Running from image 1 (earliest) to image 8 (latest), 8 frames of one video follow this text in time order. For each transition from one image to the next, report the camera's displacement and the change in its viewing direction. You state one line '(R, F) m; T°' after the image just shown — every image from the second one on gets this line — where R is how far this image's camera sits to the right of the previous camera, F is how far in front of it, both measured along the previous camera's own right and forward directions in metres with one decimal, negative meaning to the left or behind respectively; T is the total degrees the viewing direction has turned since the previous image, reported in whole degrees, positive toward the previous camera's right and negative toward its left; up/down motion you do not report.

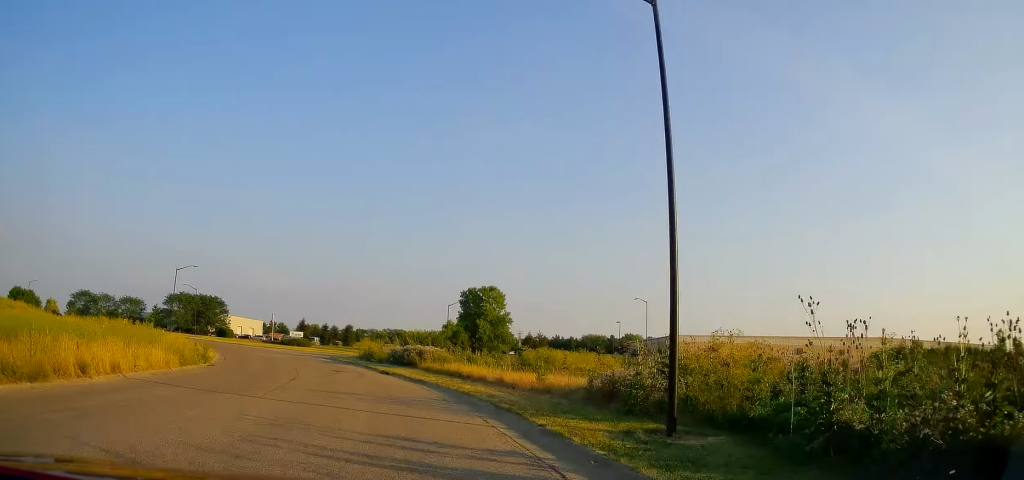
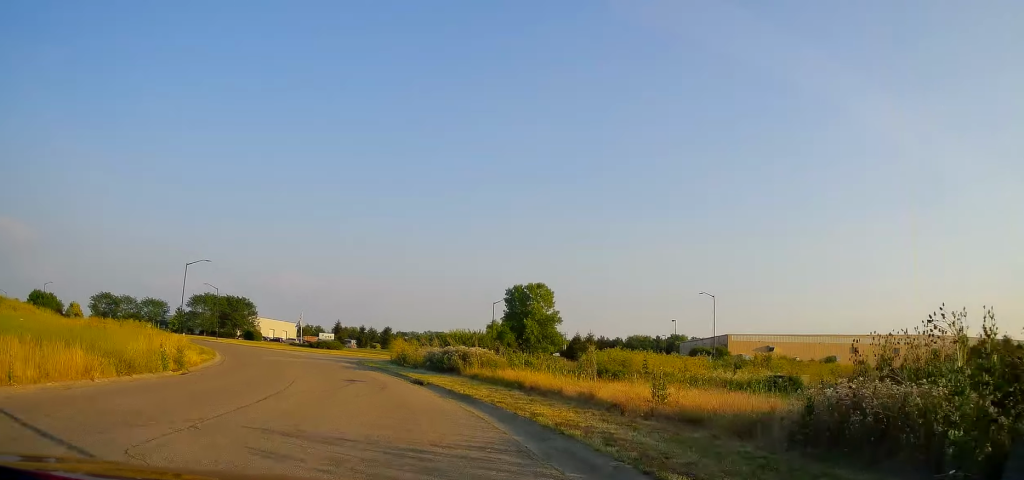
(-0.4, +9.4) m; -5°
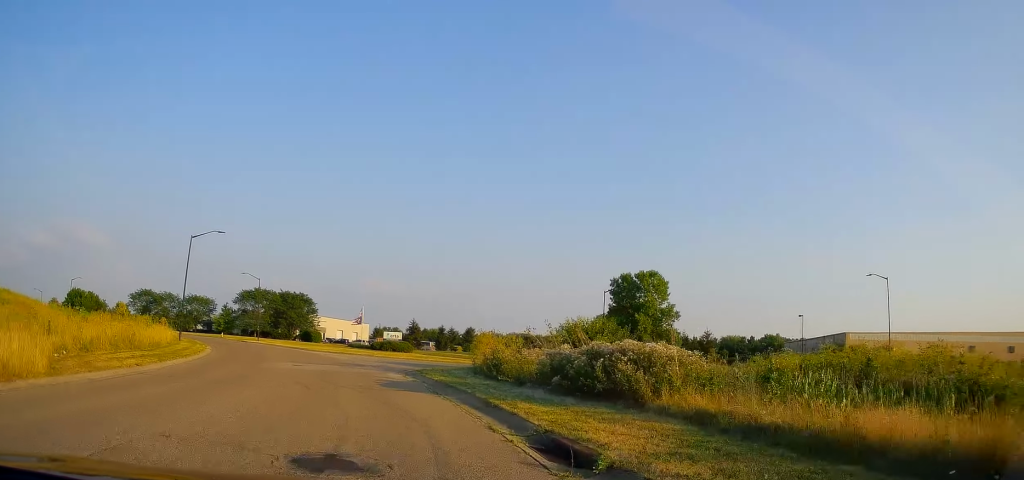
(-1.7, +20.1) m; -9°
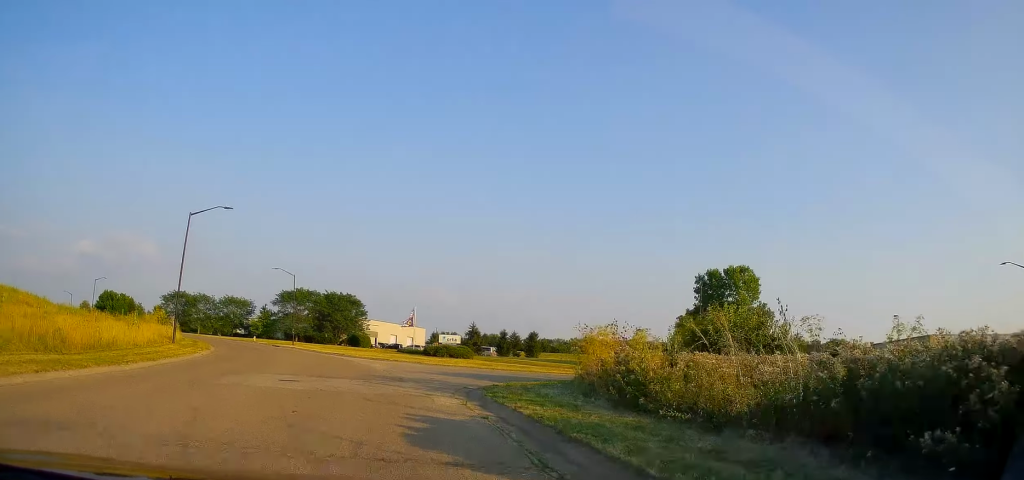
(-0.7, +11.9) m; -8°
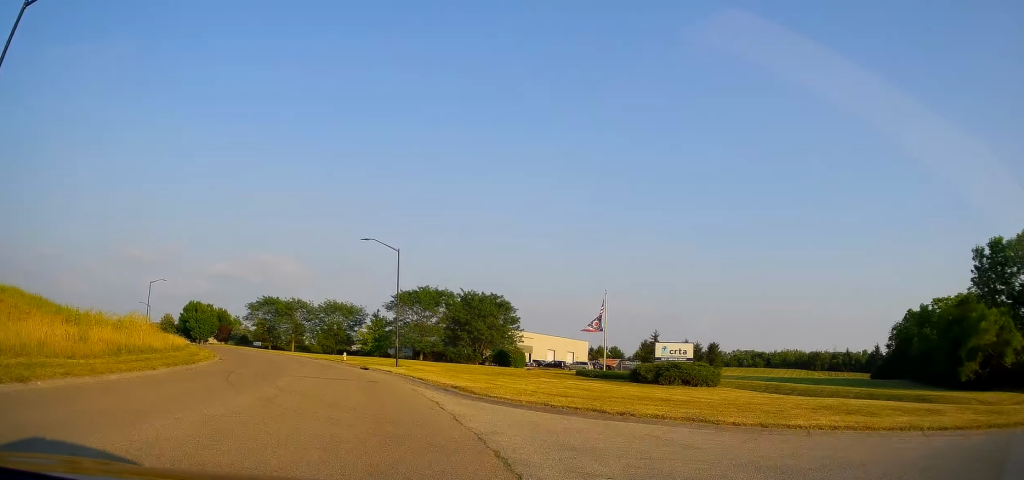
(-5.1, +30.5) m; -18°
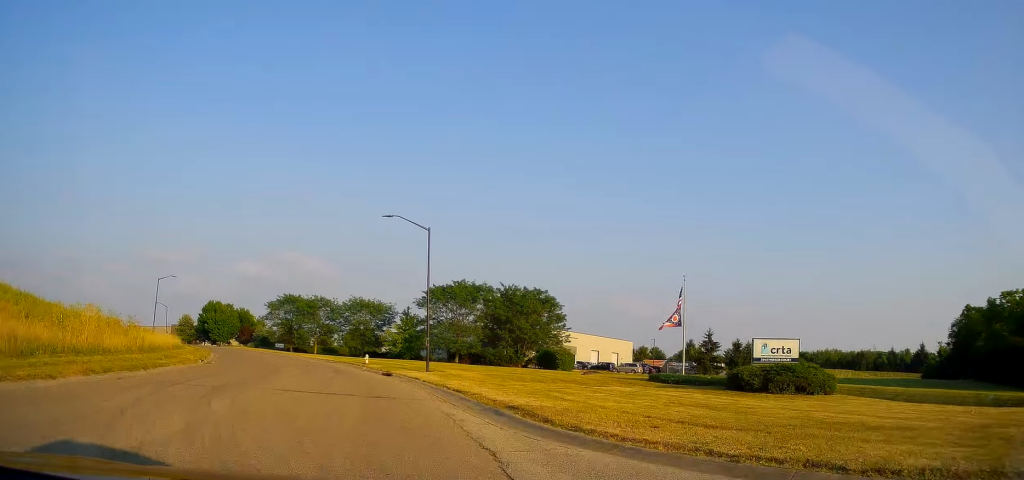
(-0.6, +8.4) m; -2°
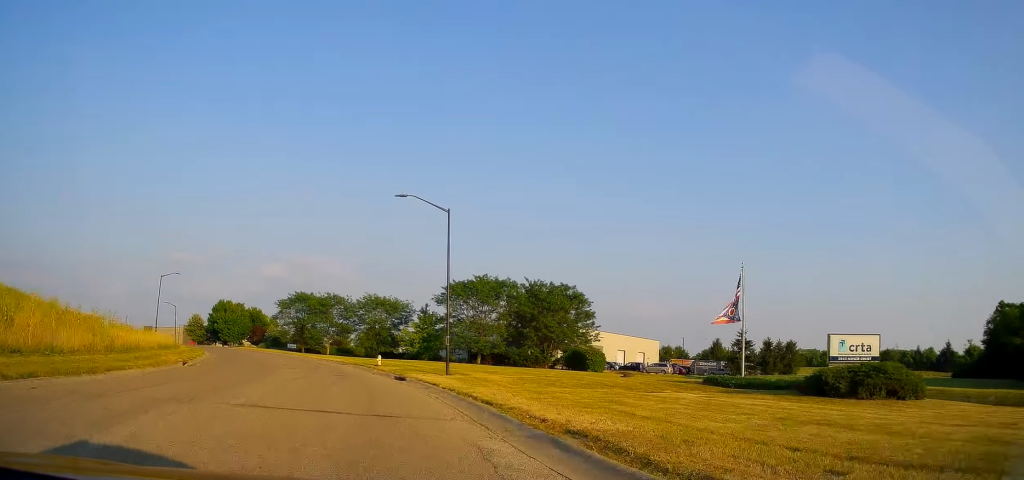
(-0.1, +5.0) m; -2°
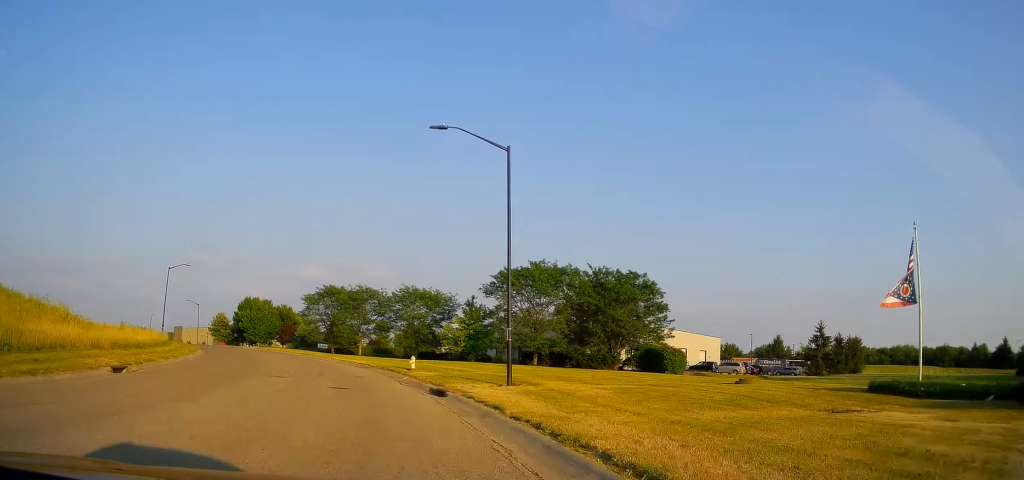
(+0.4, +10.1) m; -4°
